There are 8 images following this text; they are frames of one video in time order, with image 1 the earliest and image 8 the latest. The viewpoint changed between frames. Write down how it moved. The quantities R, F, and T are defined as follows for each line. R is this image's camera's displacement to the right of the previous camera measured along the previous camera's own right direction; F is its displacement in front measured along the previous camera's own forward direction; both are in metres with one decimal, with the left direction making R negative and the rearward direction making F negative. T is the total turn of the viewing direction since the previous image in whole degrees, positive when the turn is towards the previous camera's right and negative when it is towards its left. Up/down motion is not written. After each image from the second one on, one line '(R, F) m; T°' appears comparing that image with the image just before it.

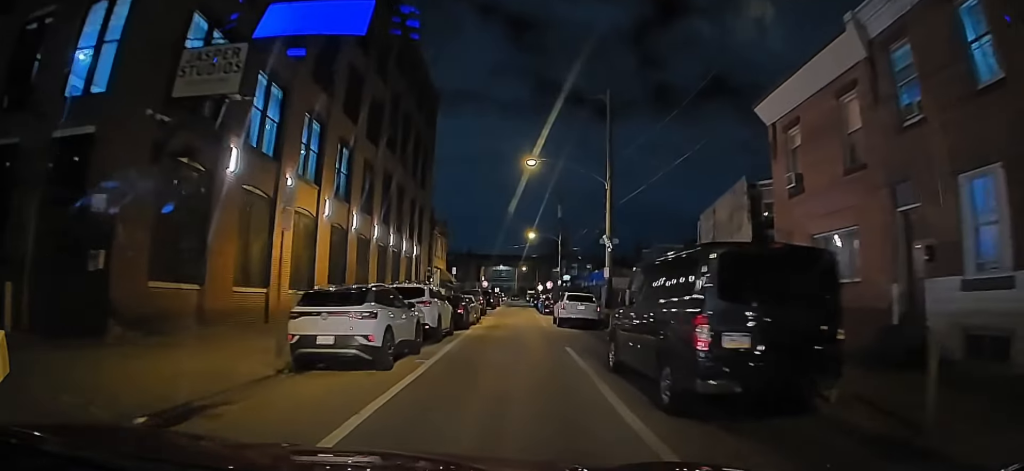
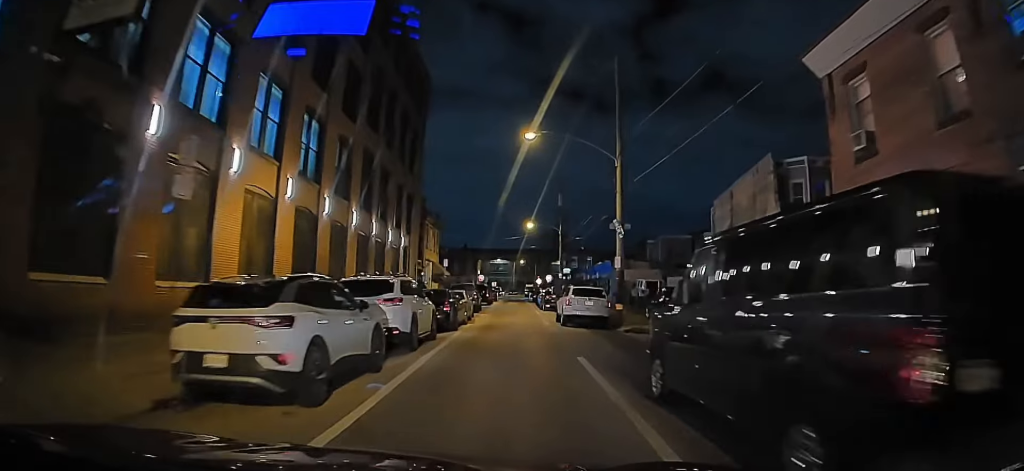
(-0.2, +3.8) m; -1°
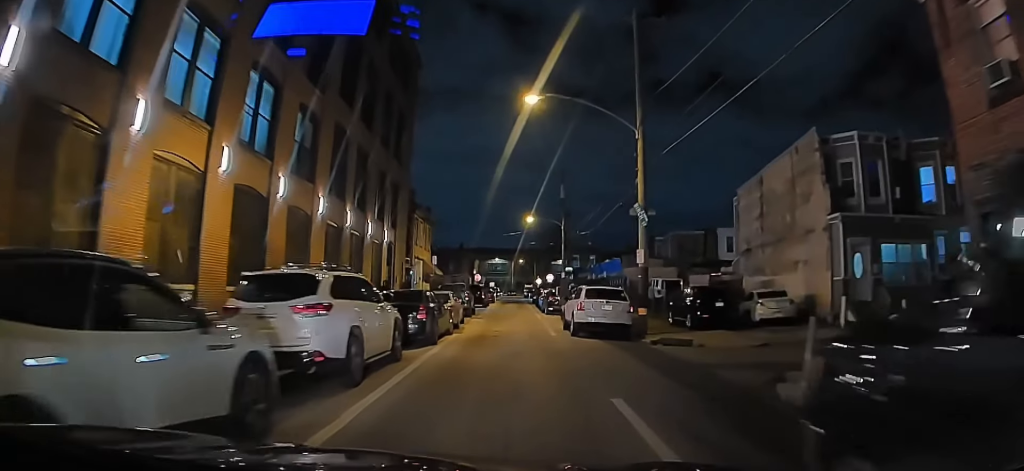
(0.0, +4.4) m; -1°
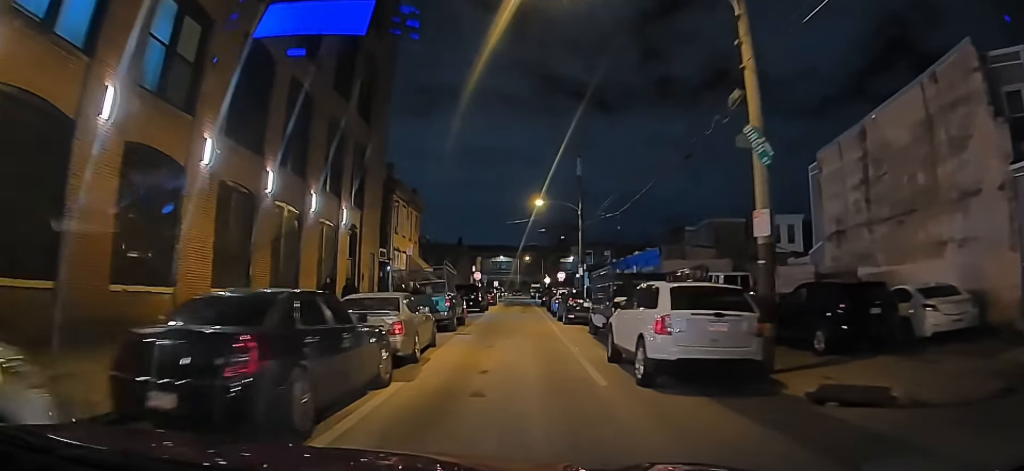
(-0.2, +8.6) m; -1°
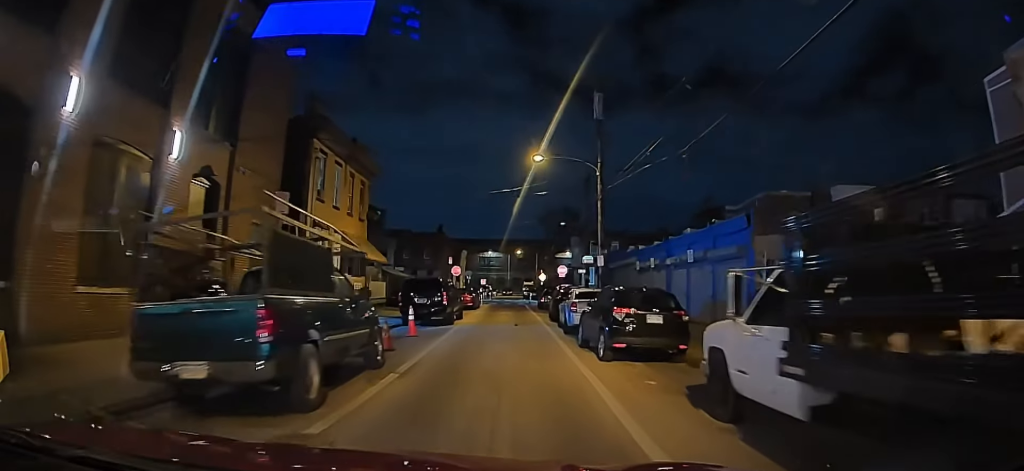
(+0.4, +12.2) m; +4°
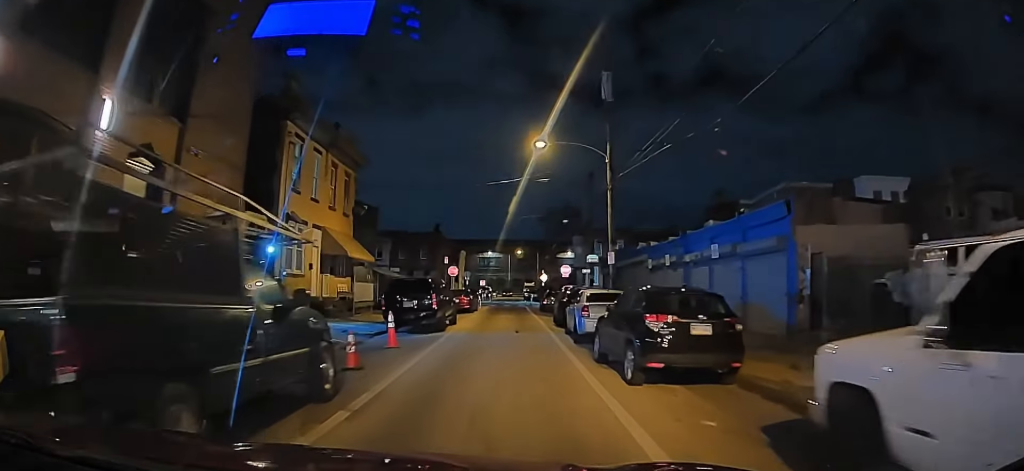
(0.0, +2.7) m; 0°
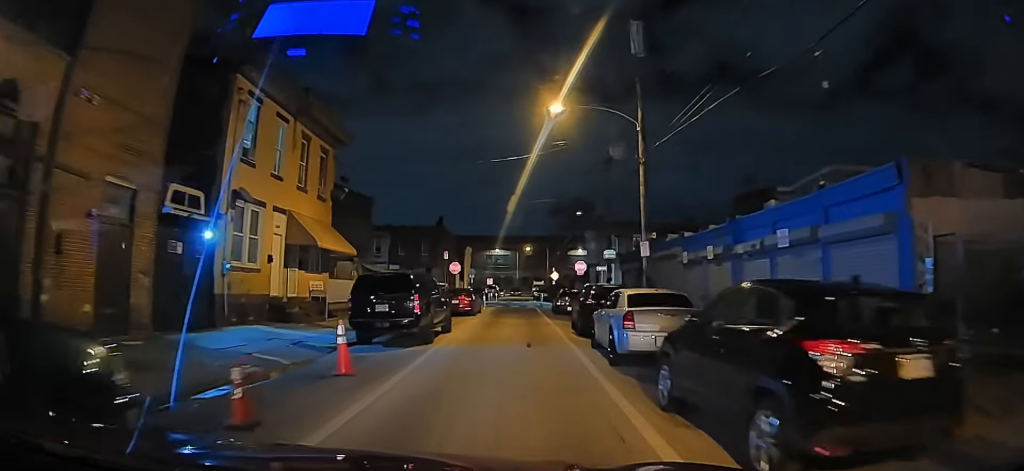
(+0.2, +4.4) m; -3°
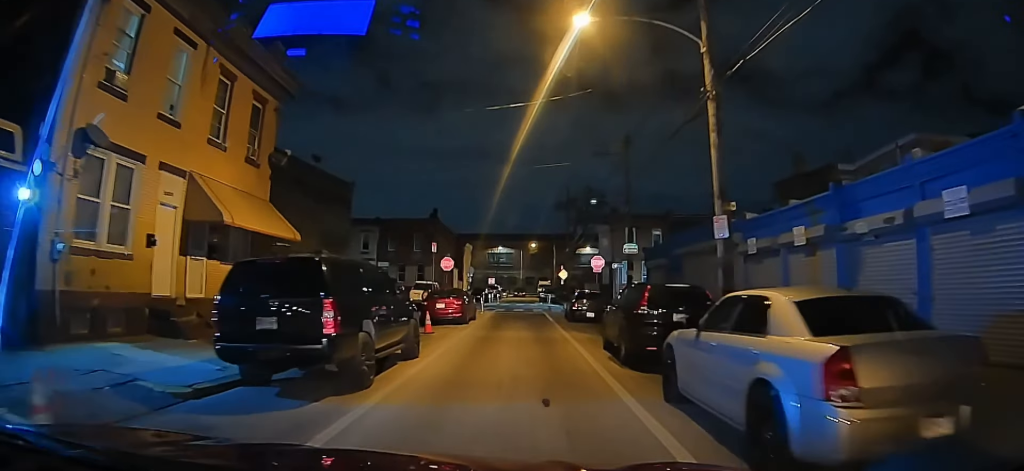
(-0.5, +6.4) m; -1°
